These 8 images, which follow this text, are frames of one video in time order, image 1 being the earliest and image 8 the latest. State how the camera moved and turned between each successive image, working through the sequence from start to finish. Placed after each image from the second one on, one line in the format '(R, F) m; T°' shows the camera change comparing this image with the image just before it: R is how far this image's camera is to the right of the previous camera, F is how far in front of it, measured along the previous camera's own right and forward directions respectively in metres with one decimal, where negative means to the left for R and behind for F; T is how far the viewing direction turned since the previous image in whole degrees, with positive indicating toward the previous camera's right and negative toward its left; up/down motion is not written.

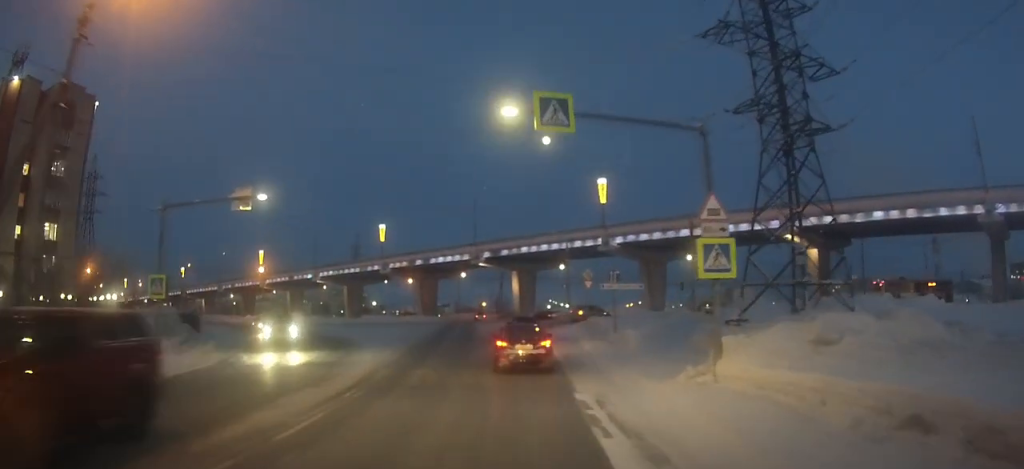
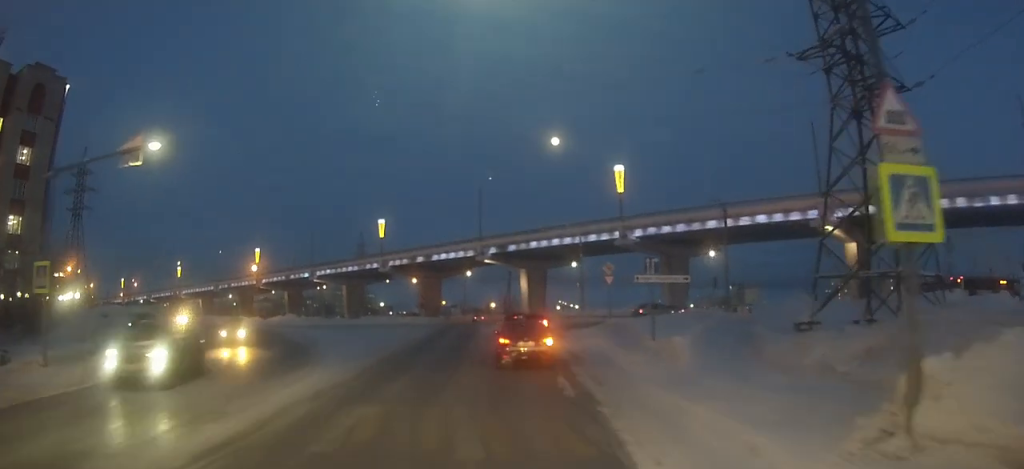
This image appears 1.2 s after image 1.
(-0.1, +7.9) m; -1°
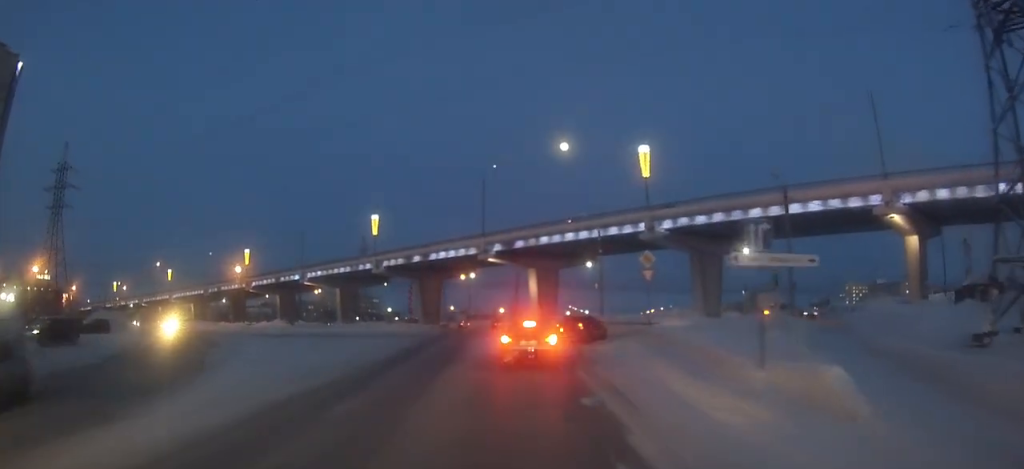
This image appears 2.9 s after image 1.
(-0.1, +11.0) m; -1°
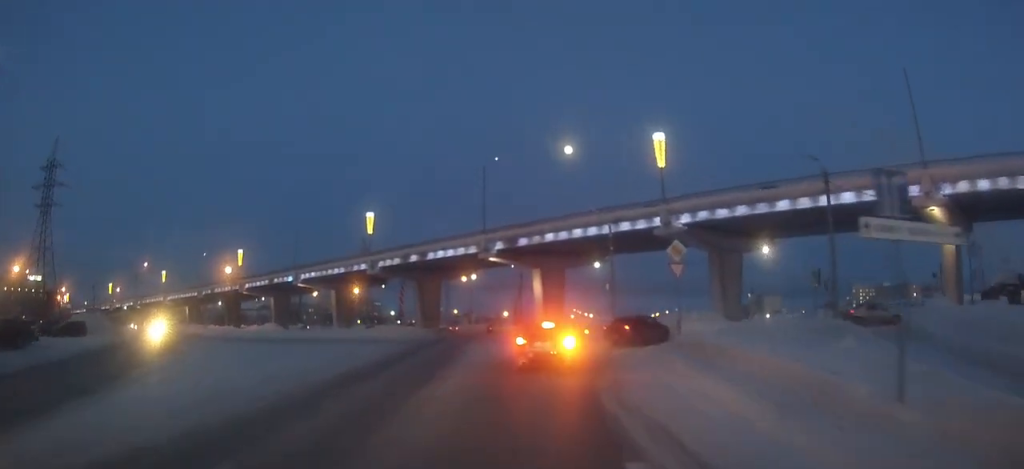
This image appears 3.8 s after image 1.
(0.0, +5.3) m; 0°
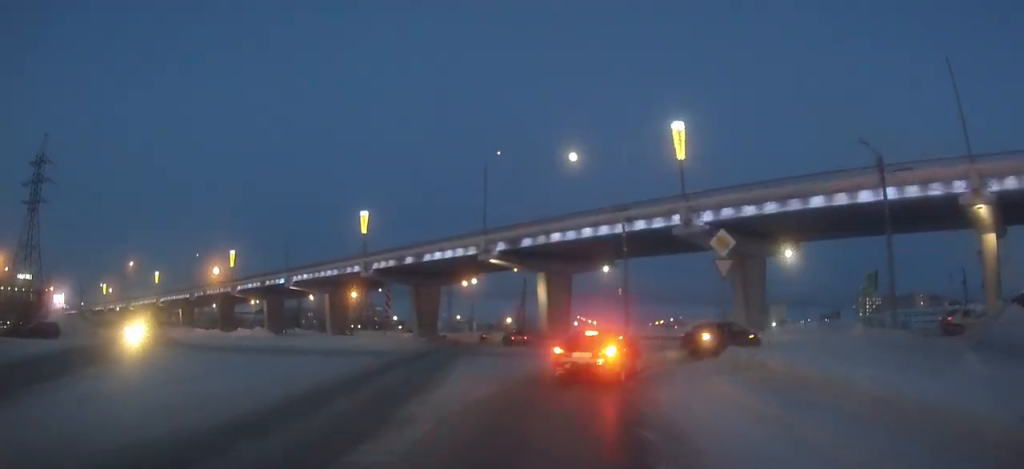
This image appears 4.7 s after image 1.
(0.0, +5.5) m; 0°
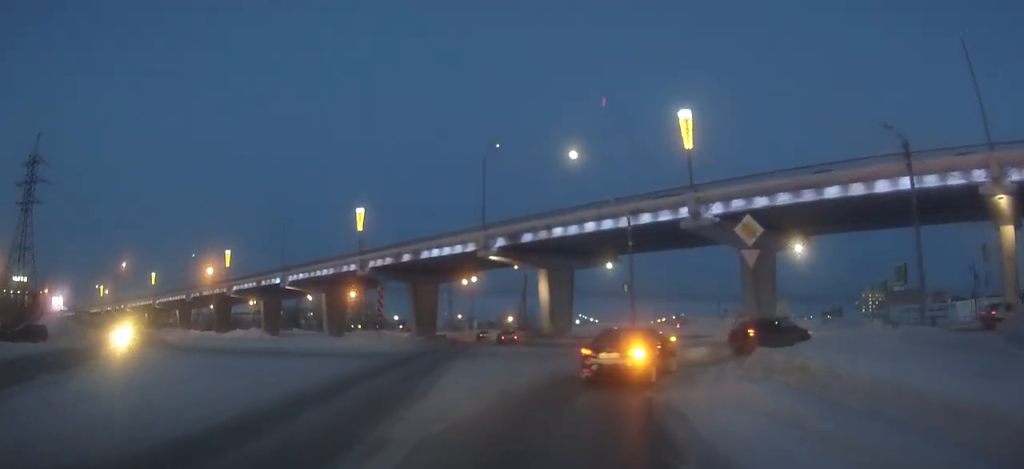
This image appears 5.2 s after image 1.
(0.0, +2.4) m; +1°
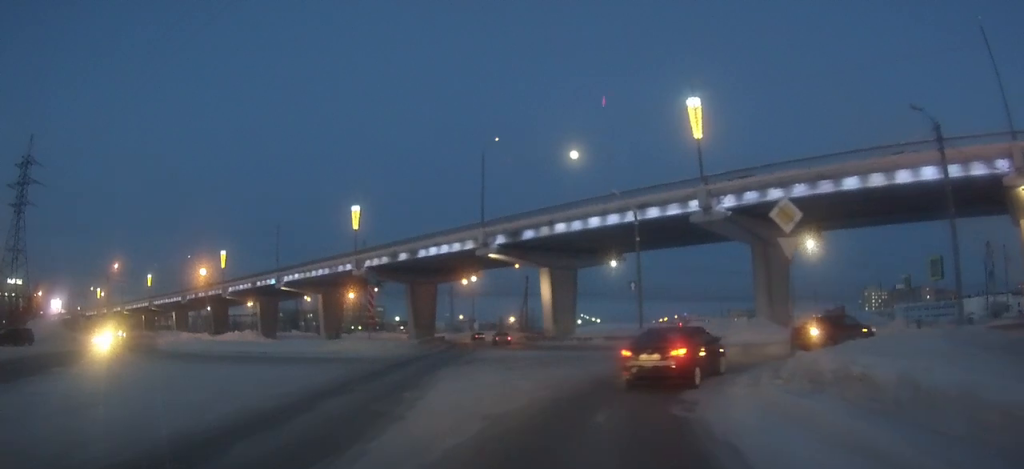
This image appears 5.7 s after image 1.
(0.0, +2.7) m; +1°
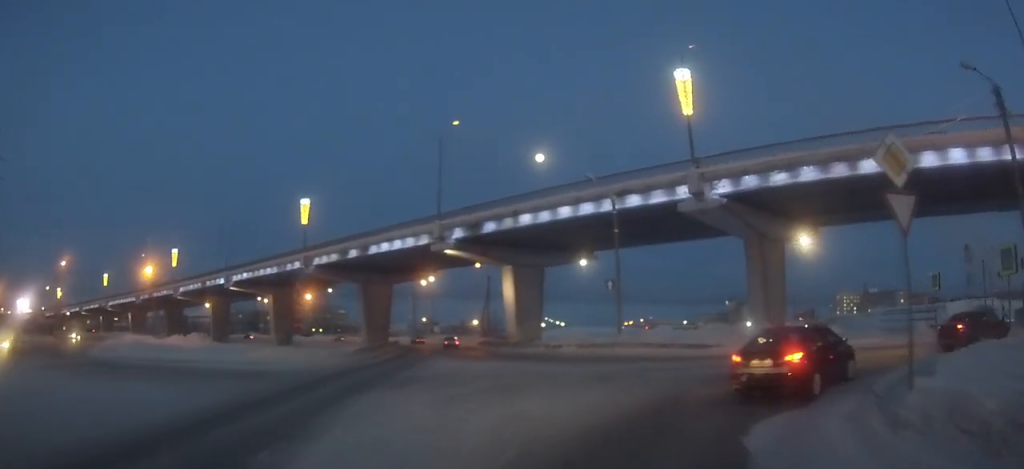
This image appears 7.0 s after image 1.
(+0.3, +6.6) m; +7°
